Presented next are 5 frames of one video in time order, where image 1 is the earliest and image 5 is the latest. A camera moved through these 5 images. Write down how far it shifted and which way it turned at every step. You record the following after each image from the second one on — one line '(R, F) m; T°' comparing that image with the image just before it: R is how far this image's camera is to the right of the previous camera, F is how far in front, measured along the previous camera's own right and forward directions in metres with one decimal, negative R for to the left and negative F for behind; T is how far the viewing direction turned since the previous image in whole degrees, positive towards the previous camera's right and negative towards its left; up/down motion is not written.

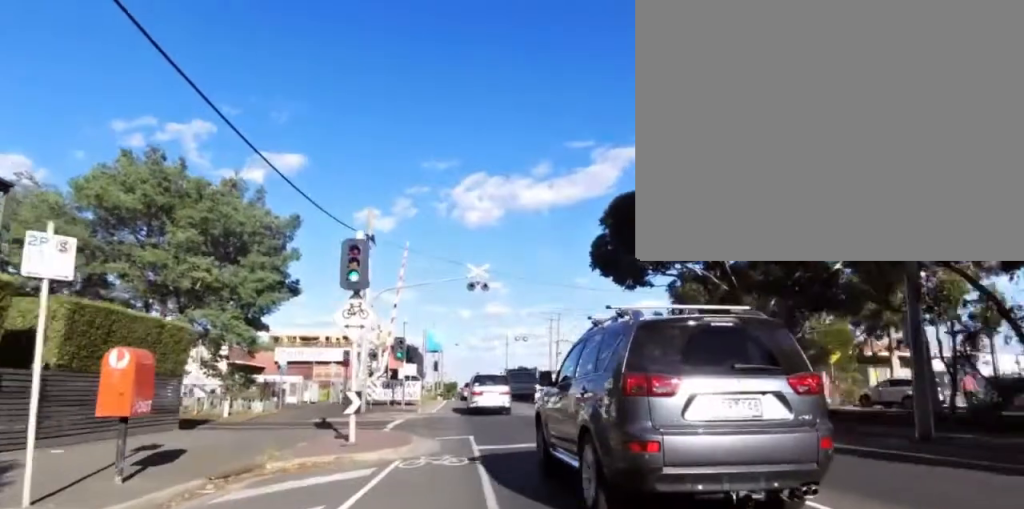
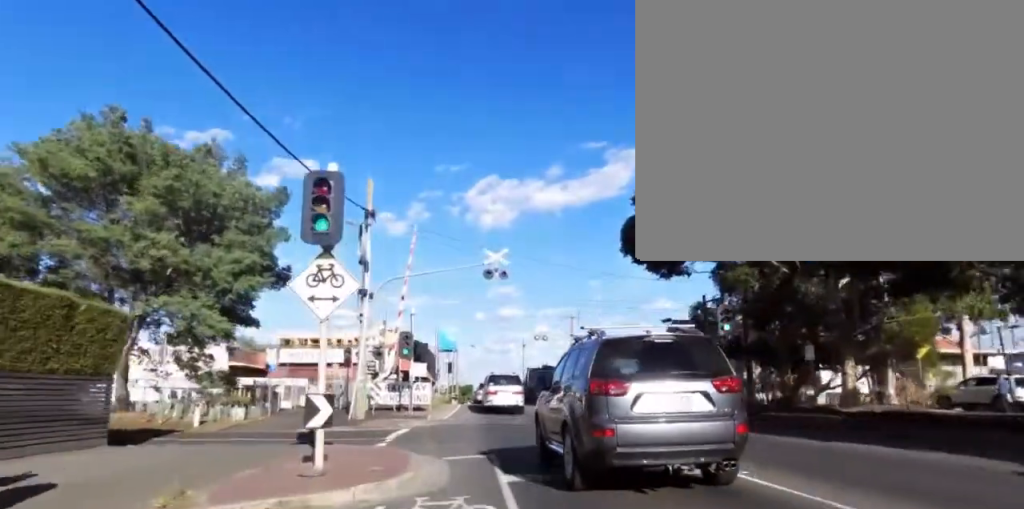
(0.0, +3.9) m; 0°
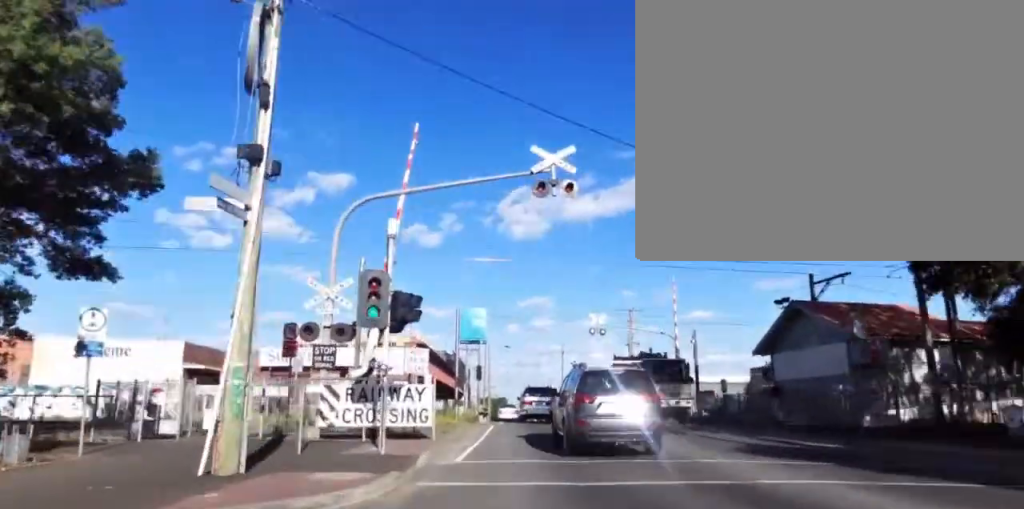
(0.0, +9.3) m; +9°
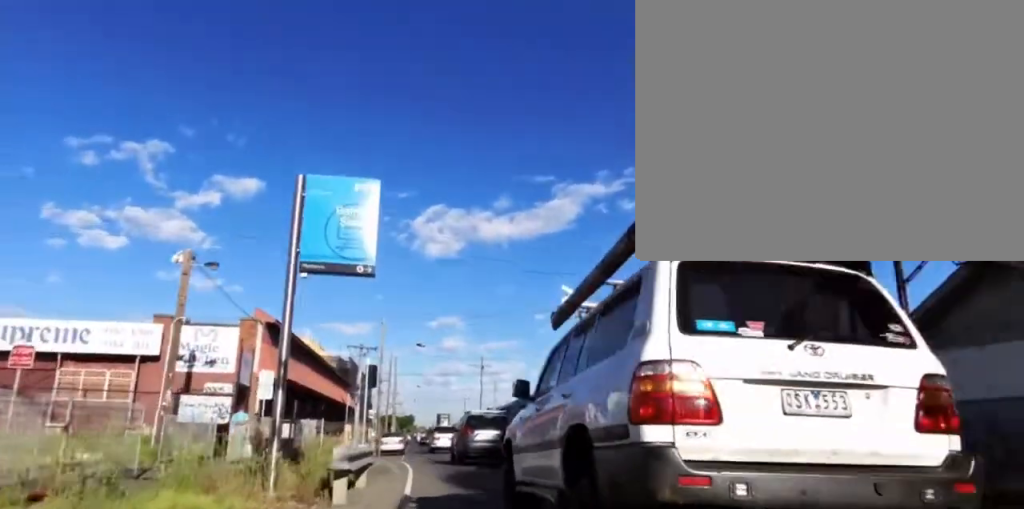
(+1.4, +11.3) m; -3°
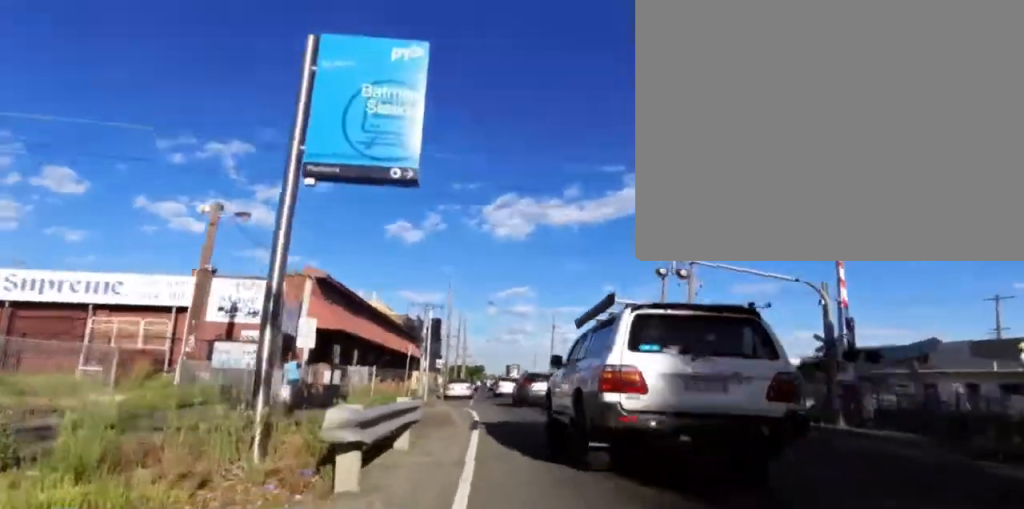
(-0.4, +3.8) m; -3°
